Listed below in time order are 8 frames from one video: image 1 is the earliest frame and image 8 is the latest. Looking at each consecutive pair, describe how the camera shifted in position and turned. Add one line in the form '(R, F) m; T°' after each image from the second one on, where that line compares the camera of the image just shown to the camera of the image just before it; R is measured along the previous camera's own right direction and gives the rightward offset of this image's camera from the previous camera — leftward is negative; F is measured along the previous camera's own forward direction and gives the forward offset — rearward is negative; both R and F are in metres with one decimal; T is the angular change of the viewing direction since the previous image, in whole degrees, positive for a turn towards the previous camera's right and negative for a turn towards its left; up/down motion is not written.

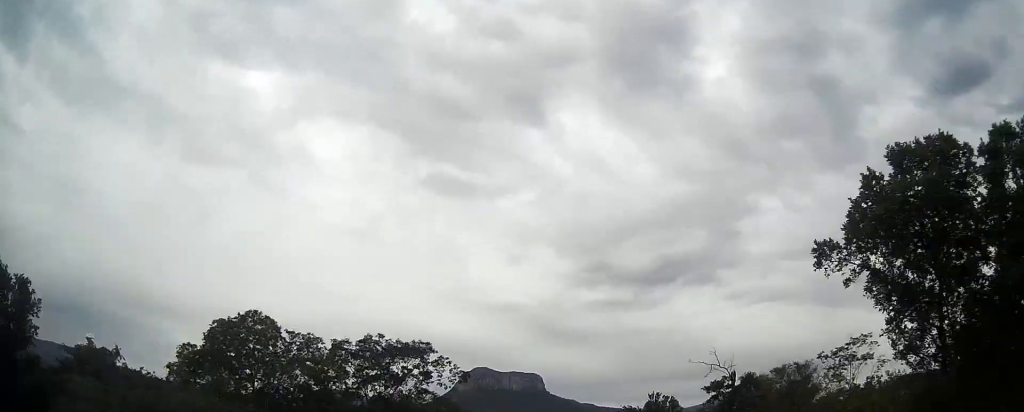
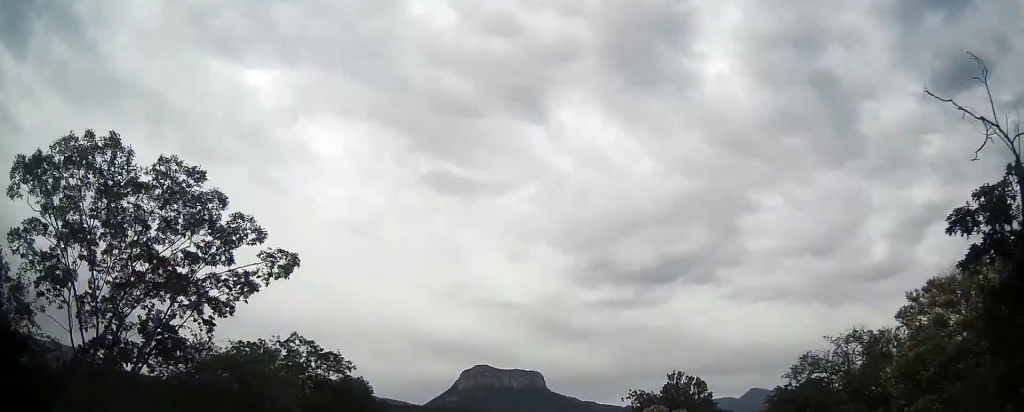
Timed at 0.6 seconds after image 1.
(-0.2, +20.5) m; 0°
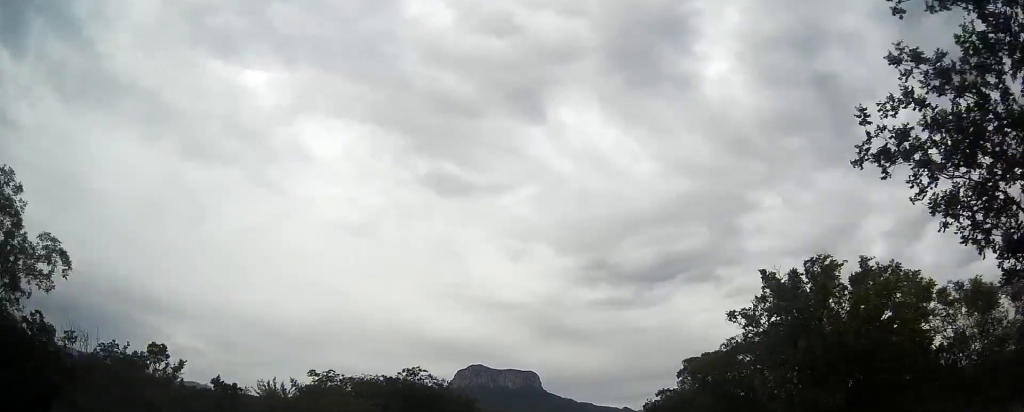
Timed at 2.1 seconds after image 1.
(+0.4, +57.5) m; +1°
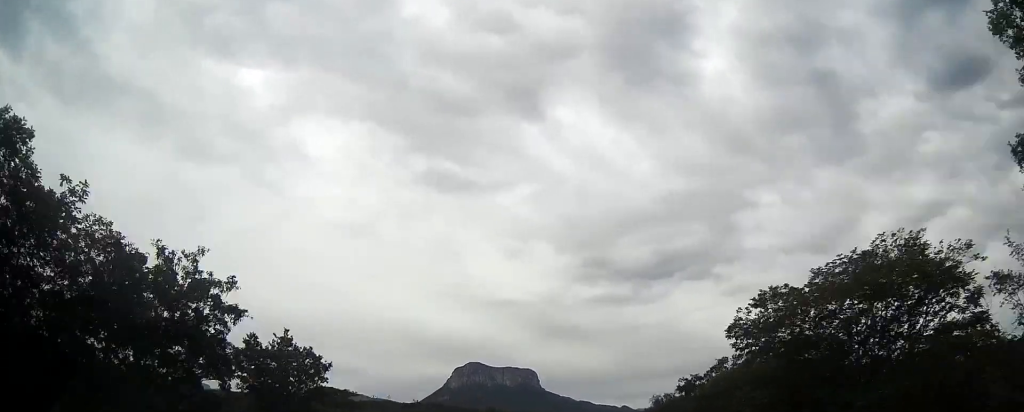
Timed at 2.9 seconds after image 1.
(+0.1, +29.7) m; 0°
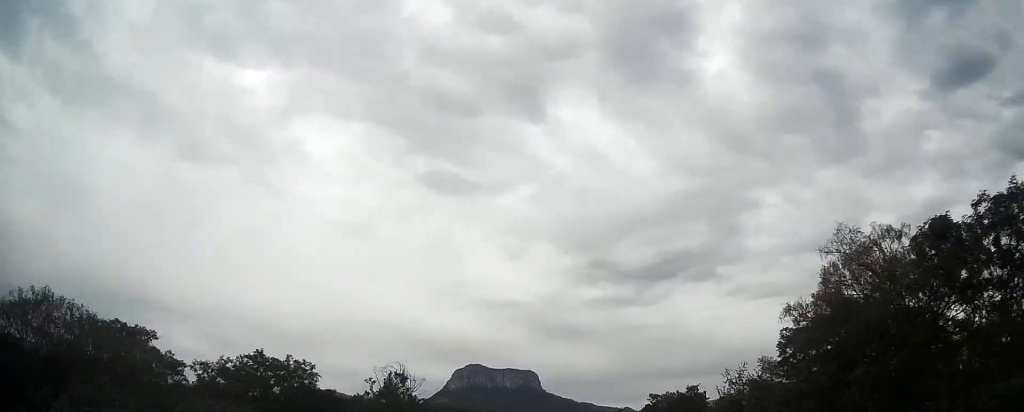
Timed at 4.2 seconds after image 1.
(-0.4, +46.2) m; -1°
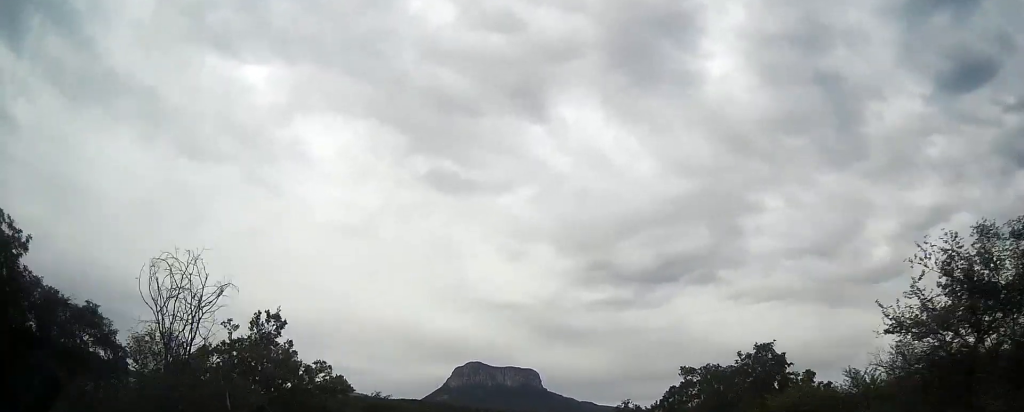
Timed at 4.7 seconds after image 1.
(-0.2, +19.5) m; 0°
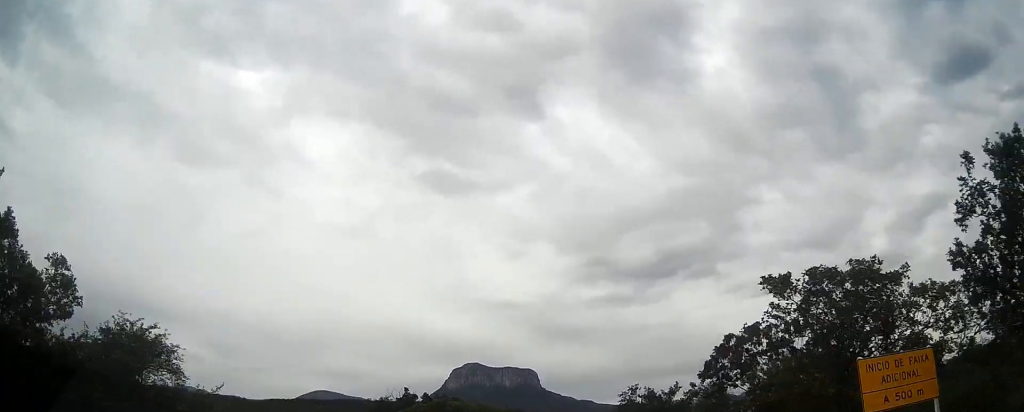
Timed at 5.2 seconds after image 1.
(+0.1, +21.0) m; 0°
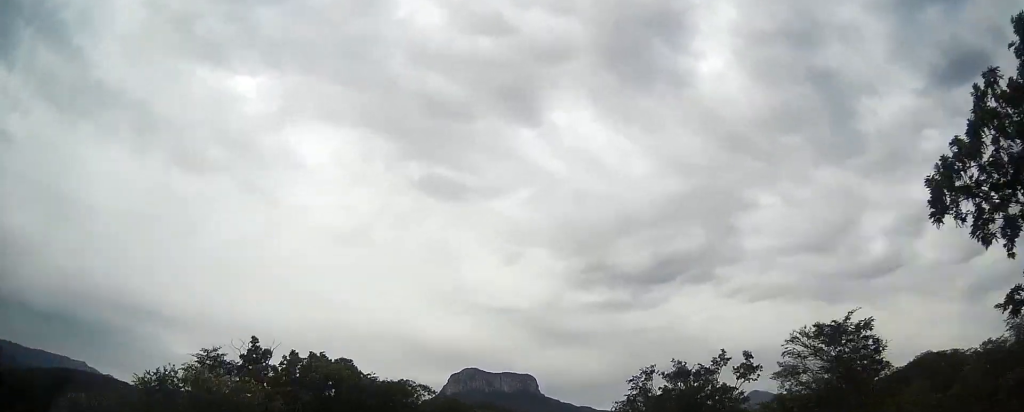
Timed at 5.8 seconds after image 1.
(+0.2, +20.9) m; 0°
